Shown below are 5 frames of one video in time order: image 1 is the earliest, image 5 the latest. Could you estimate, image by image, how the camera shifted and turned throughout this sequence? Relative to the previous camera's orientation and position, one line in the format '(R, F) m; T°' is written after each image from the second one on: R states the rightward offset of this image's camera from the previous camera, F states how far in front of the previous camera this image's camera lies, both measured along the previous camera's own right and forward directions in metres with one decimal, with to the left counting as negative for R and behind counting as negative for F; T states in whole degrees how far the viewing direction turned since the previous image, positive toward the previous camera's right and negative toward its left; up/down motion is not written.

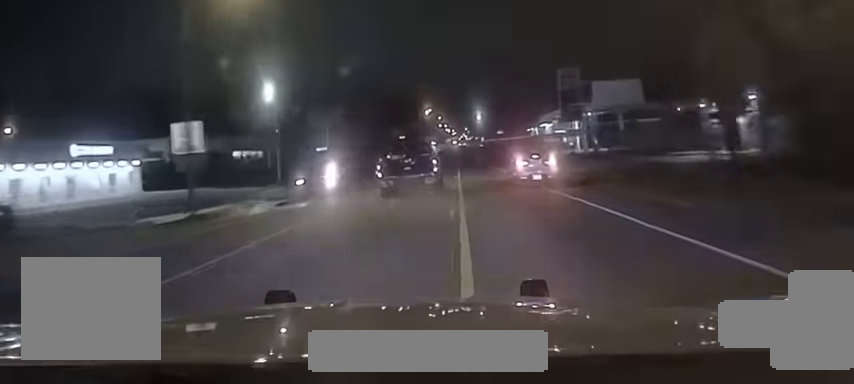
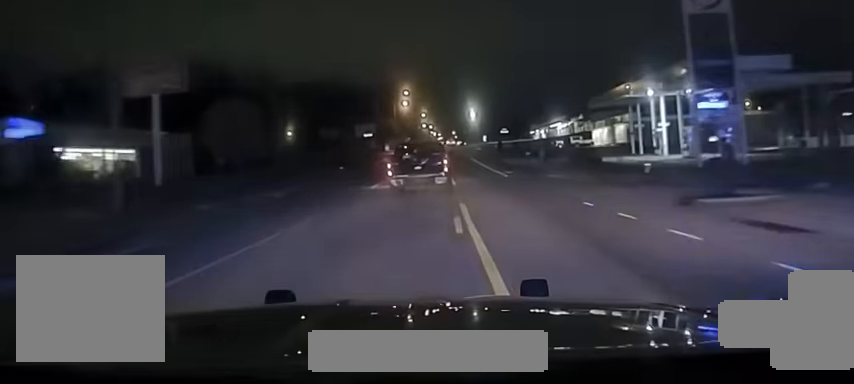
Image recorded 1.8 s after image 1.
(0.0, +44.9) m; 0°
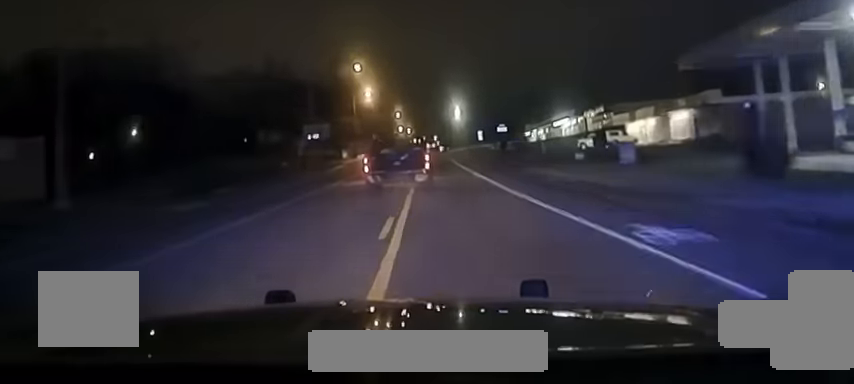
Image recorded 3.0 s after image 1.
(+0.3, +32.7) m; +1°
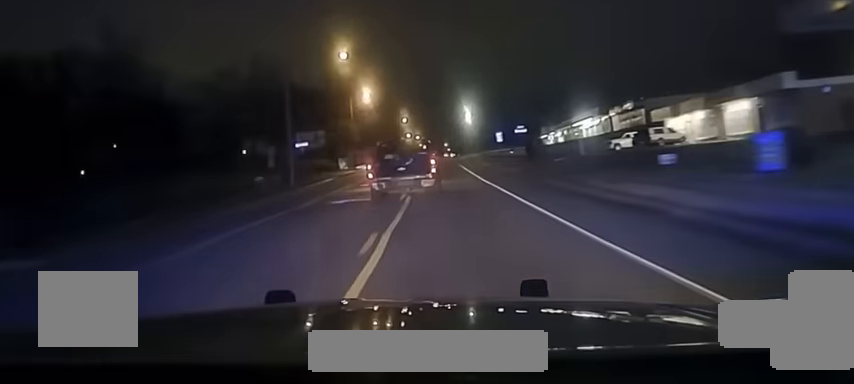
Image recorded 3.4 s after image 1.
(0.0, +13.1) m; 0°
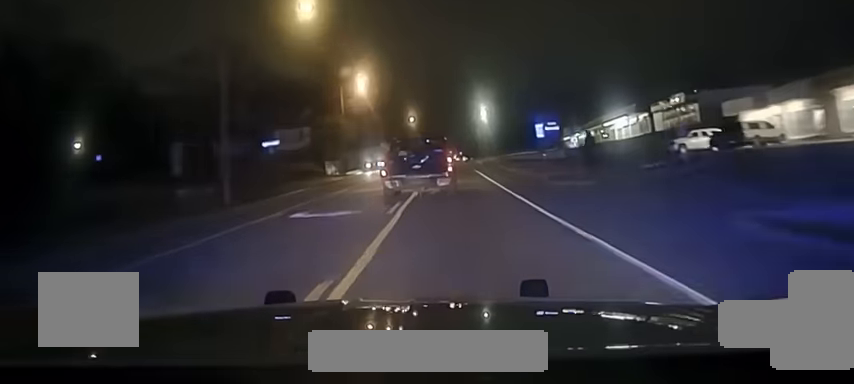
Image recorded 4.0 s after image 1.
(+0.2, +19.4) m; 0°
